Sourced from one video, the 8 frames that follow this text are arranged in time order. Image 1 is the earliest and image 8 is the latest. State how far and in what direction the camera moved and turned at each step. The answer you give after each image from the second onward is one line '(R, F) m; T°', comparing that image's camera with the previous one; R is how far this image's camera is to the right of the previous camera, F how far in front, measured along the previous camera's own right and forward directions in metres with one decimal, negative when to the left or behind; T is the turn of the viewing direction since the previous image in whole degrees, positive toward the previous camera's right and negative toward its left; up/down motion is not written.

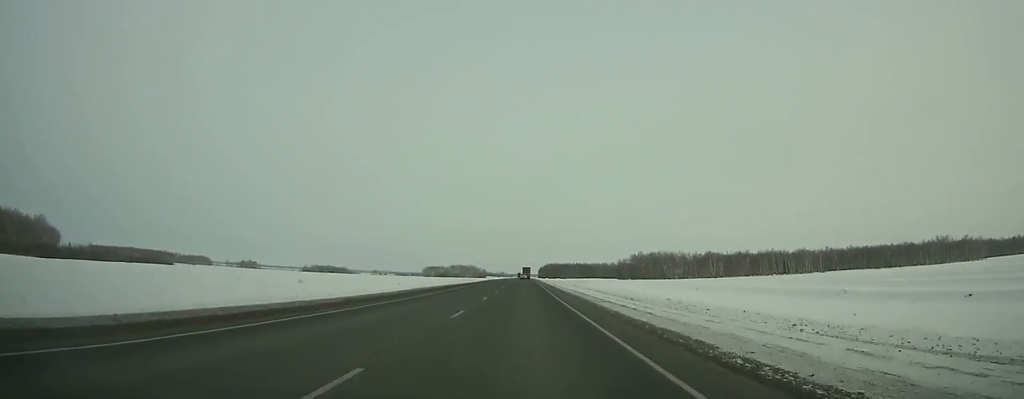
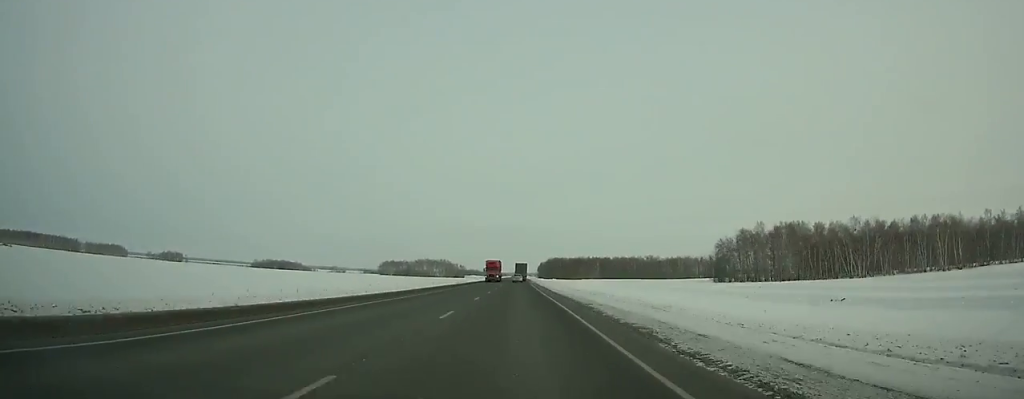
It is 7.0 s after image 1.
(+0.4, +216.5) m; 0°
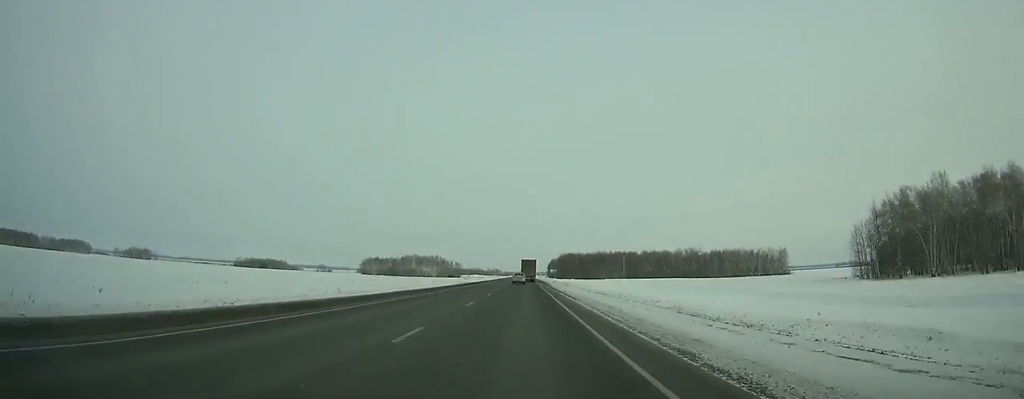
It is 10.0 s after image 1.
(-0.1, +87.4) m; 0°
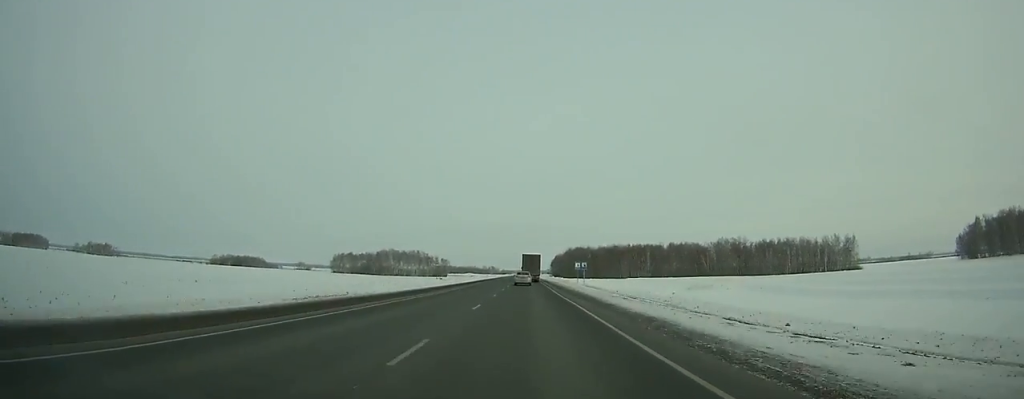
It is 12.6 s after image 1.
(+0.1, +71.4) m; 0°
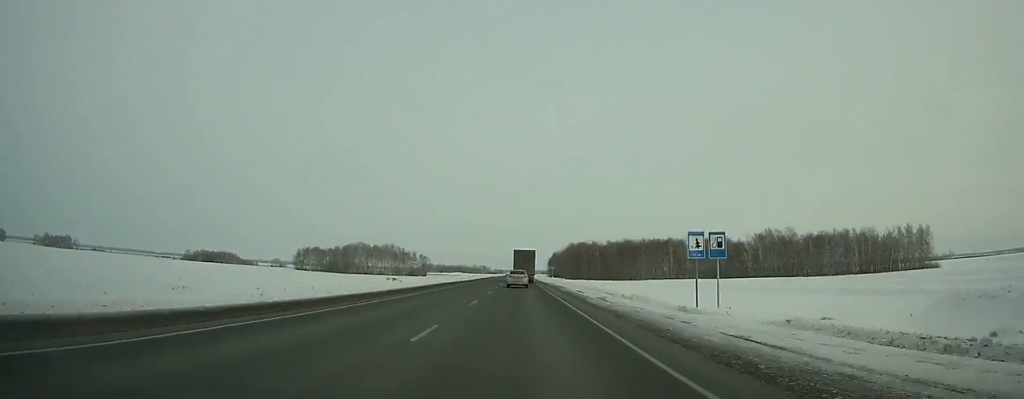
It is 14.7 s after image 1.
(+0.2, +54.2) m; 0°
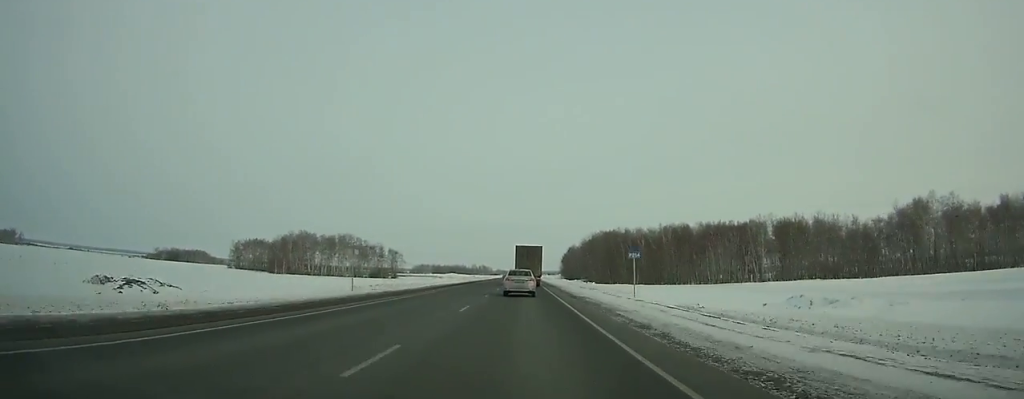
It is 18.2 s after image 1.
(+0.4, +83.8) m; 0°
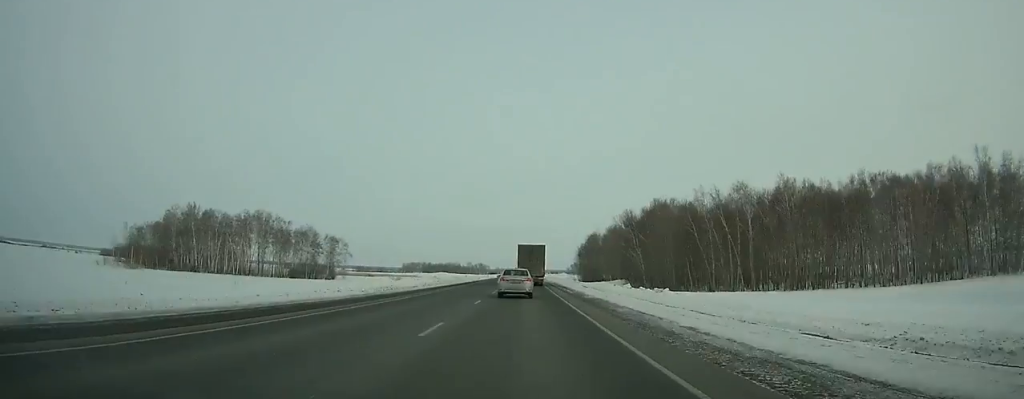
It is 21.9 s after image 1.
(-0.3, +81.0) m; 0°
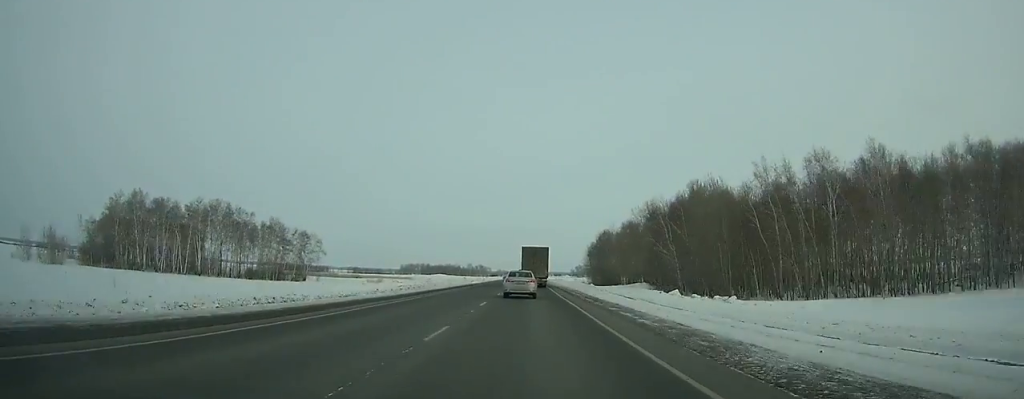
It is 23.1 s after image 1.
(0.0, +25.2) m; 0°
